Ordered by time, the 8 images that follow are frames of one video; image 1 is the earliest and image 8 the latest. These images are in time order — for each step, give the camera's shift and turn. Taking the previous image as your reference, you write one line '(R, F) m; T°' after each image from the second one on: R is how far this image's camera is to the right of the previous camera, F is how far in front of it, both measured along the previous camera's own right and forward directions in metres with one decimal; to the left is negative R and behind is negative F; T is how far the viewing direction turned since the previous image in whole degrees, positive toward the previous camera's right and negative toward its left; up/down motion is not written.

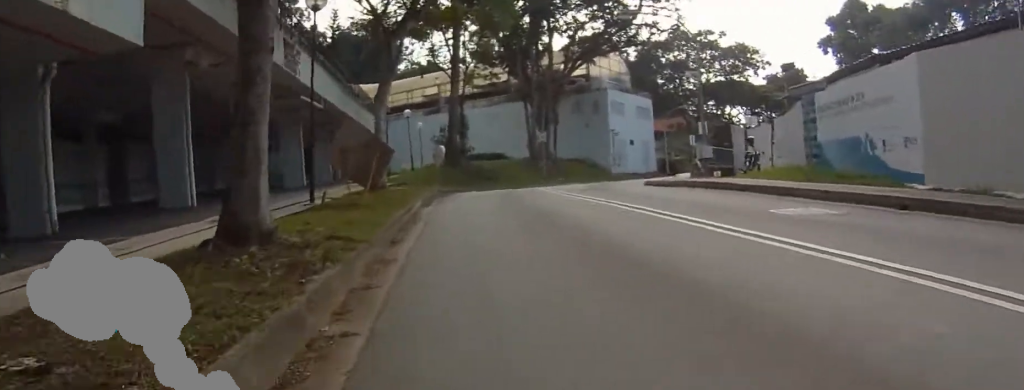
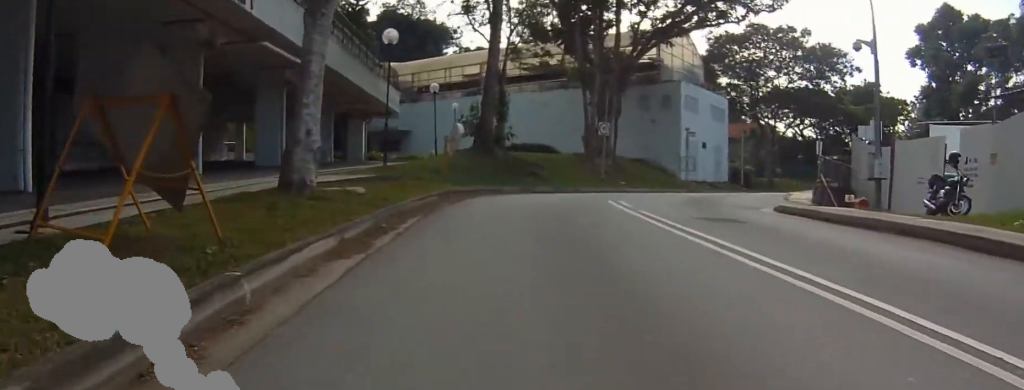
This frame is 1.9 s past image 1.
(+0.2, +9.0) m; +18°
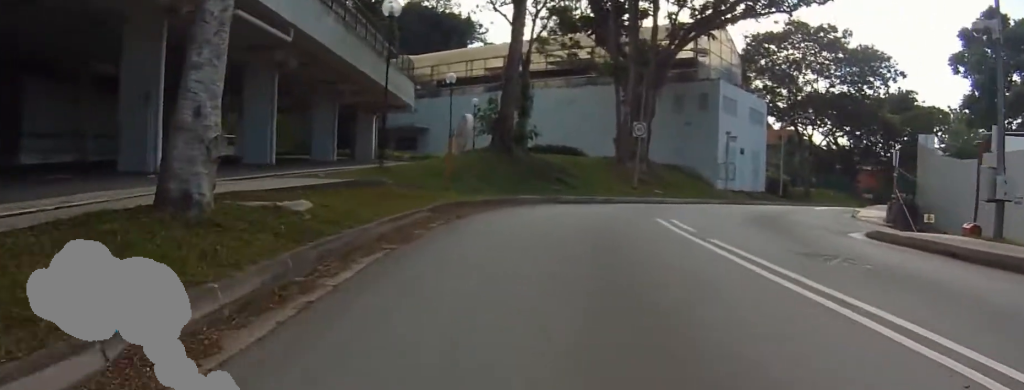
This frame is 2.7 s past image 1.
(0.0, +3.8) m; 0°
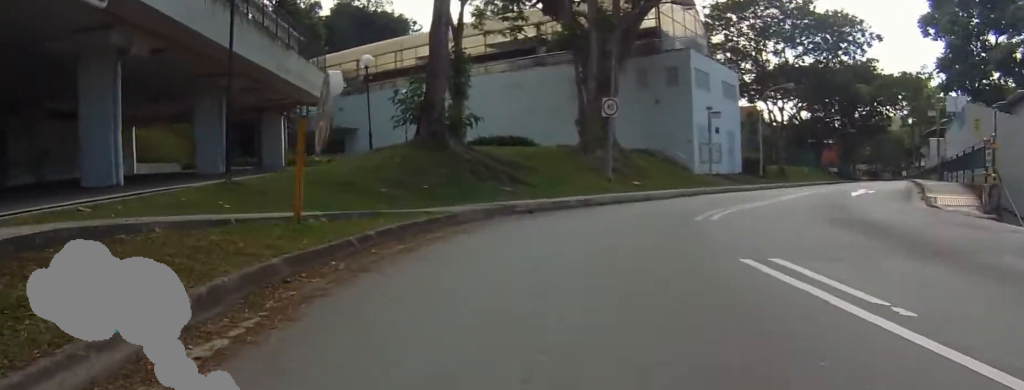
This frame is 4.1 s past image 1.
(0.0, +6.2) m; -5°
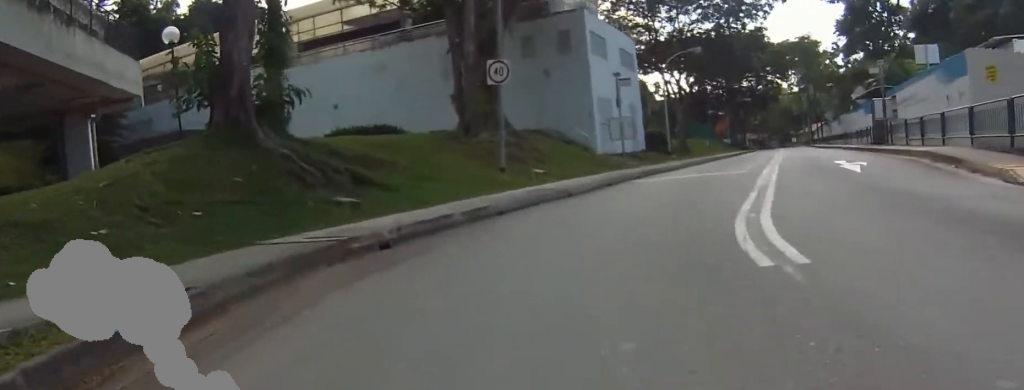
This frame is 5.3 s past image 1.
(-0.8, +4.4) m; -18°
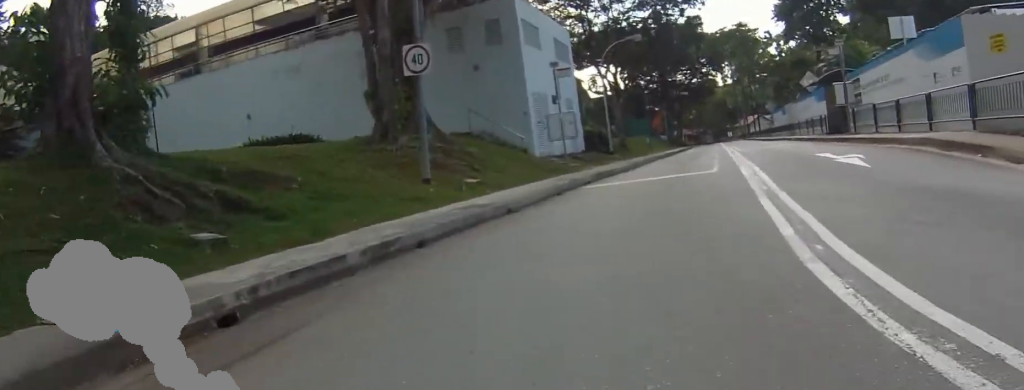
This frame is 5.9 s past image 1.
(-0.6, +1.9) m; -3°
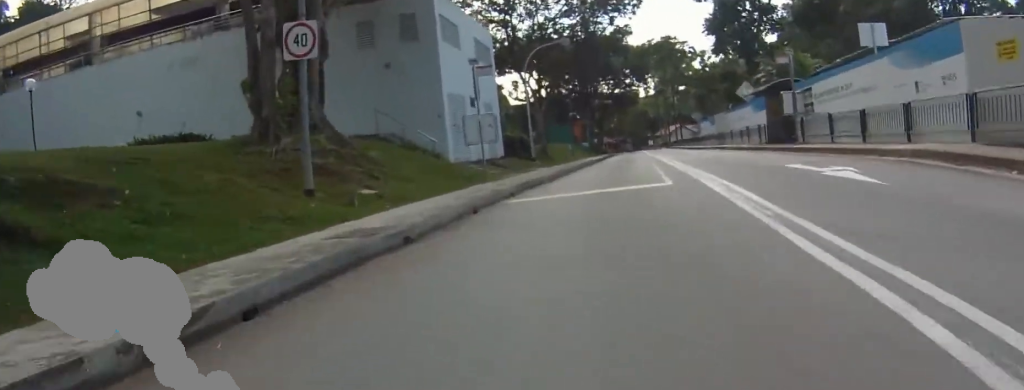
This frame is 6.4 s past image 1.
(+0.5, +1.7) m; +11°
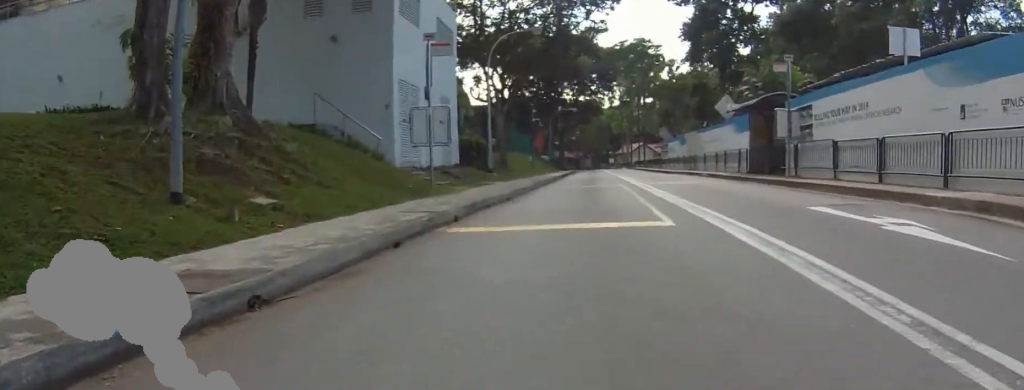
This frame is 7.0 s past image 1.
(+0.2, +1.9) m; +10°
